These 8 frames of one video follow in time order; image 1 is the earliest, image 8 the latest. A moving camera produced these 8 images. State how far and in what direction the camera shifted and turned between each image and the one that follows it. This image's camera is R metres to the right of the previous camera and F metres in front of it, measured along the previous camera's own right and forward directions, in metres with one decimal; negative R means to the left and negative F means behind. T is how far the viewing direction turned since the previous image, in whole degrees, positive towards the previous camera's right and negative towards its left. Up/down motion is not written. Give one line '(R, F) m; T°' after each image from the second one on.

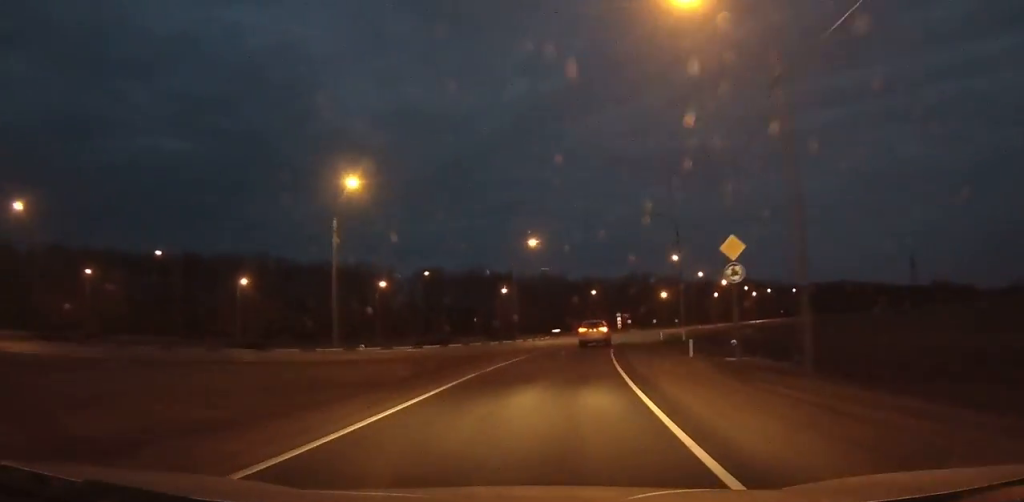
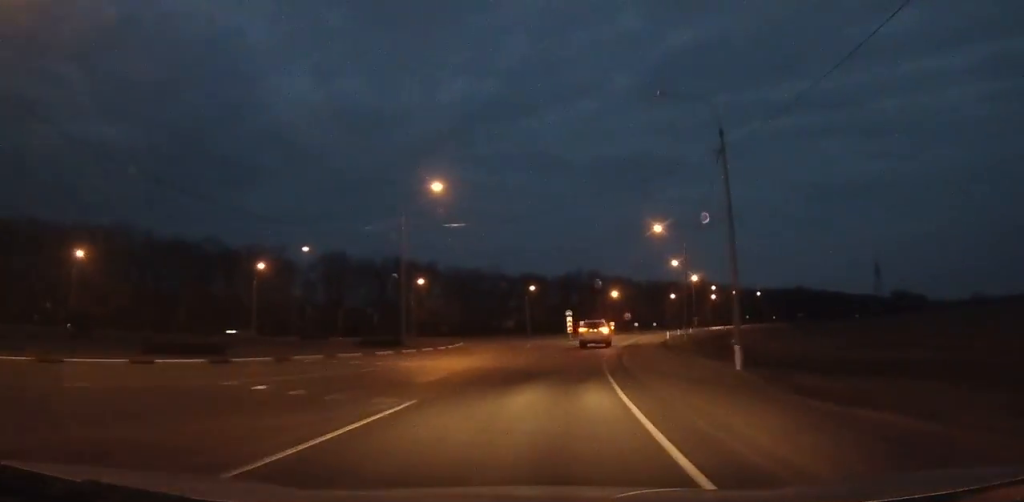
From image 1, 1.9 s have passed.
(+1.9, +30.0) m; +6°
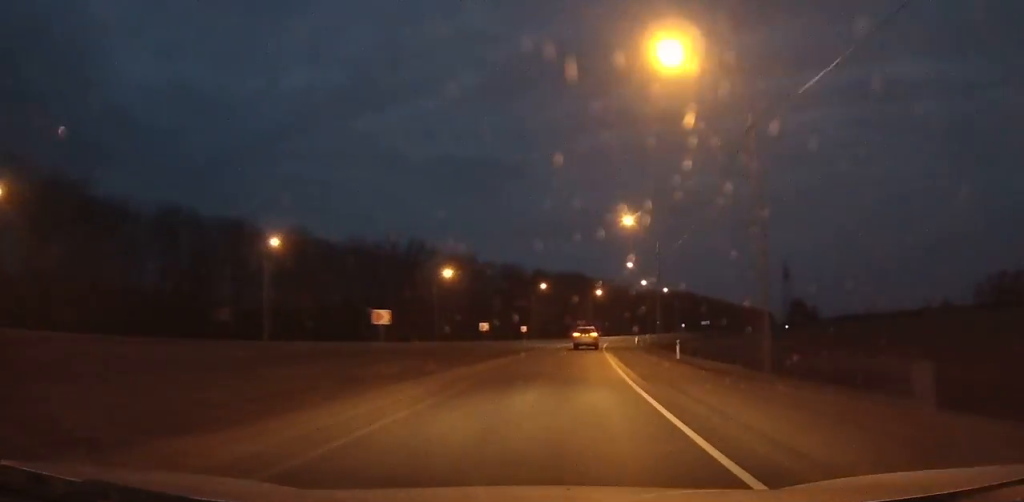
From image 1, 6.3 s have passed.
(+7.6, +72.0) m; +13°
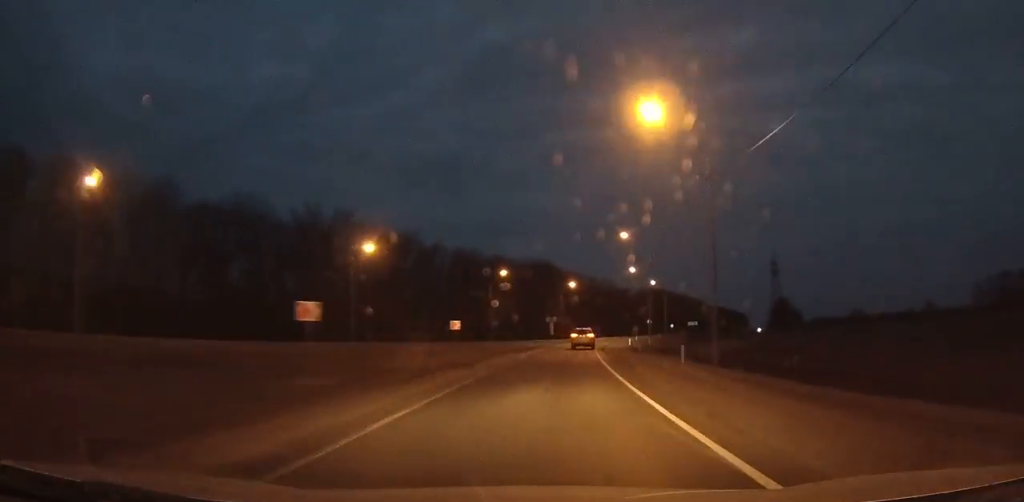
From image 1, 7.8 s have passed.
(+1.7, +26.6) m; +4°
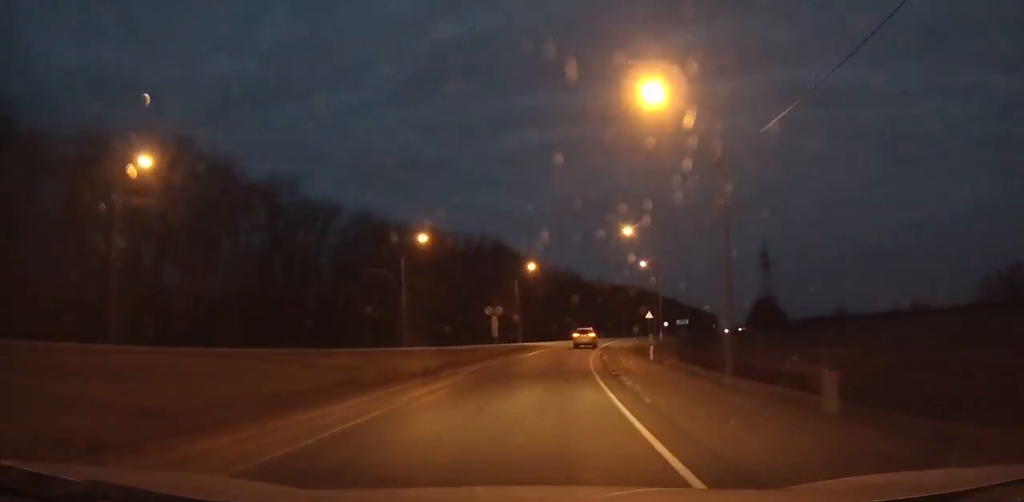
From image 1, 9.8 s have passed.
(+1.2, +36.2) m; +5°
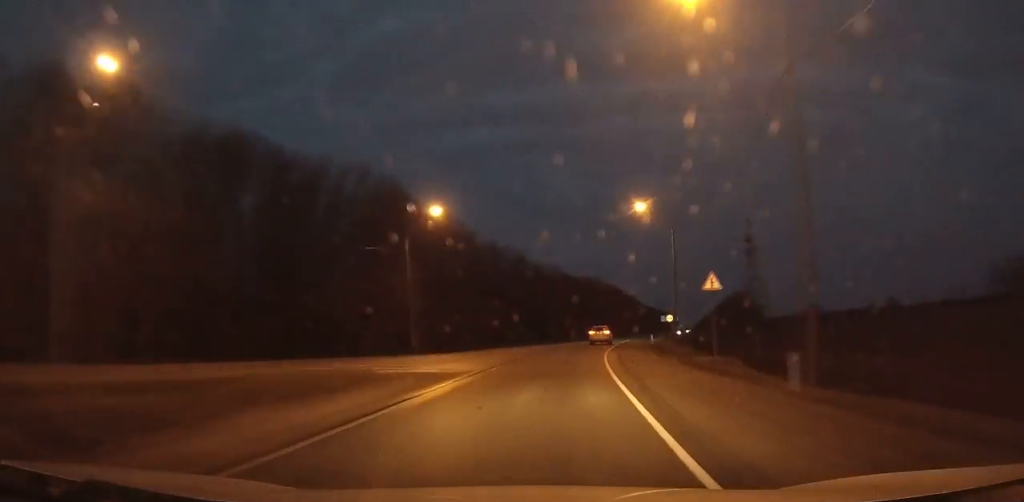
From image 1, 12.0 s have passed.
(+1.7, +42.1) m; +6°
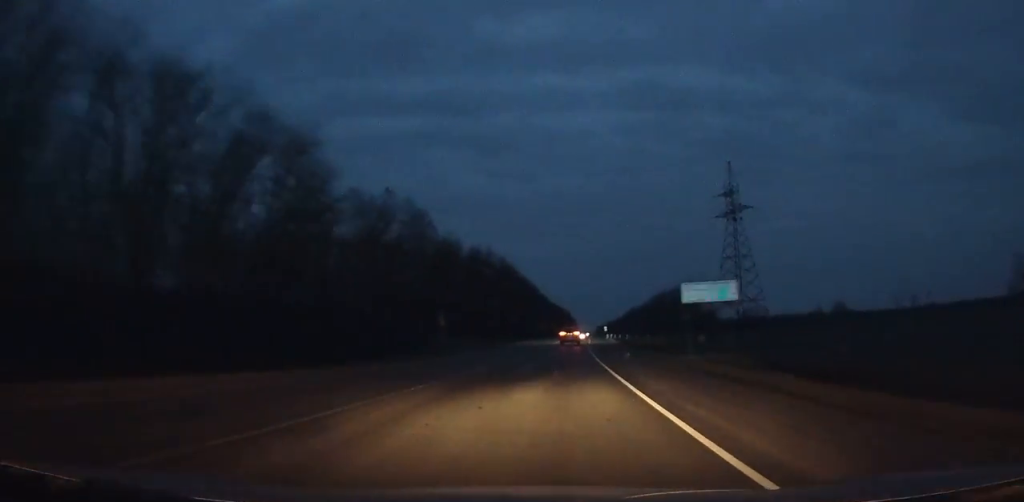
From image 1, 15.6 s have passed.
(+5.6, +72.8) m; +7°
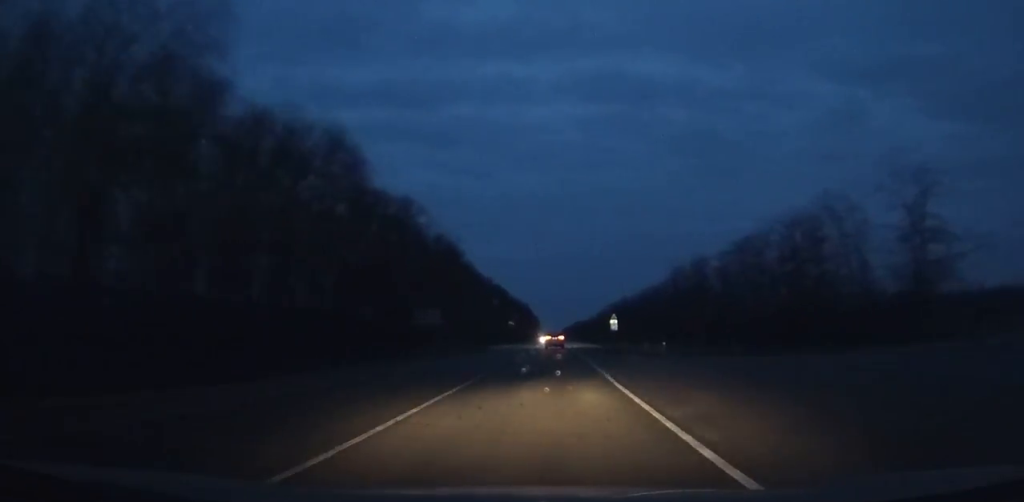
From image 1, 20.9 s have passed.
(+4.2, +117.4) m; +2°
